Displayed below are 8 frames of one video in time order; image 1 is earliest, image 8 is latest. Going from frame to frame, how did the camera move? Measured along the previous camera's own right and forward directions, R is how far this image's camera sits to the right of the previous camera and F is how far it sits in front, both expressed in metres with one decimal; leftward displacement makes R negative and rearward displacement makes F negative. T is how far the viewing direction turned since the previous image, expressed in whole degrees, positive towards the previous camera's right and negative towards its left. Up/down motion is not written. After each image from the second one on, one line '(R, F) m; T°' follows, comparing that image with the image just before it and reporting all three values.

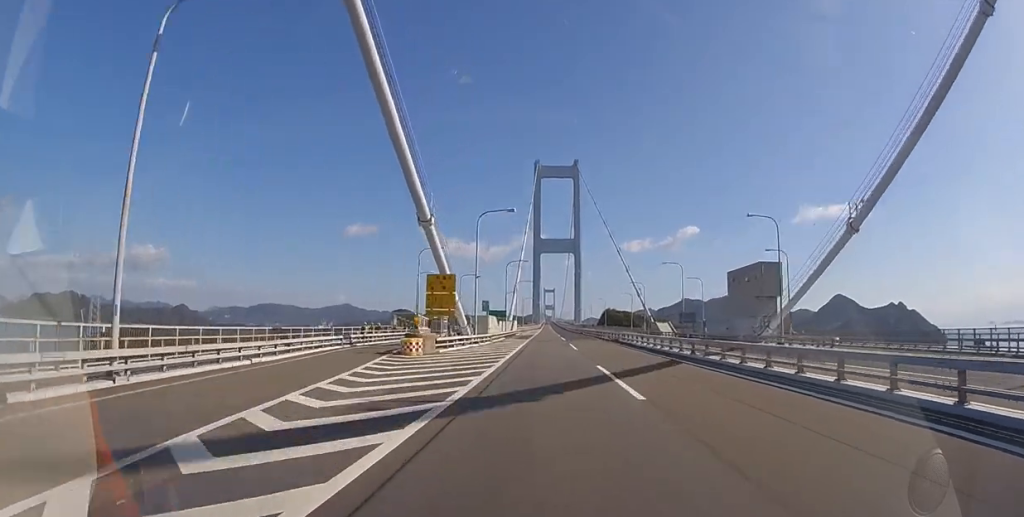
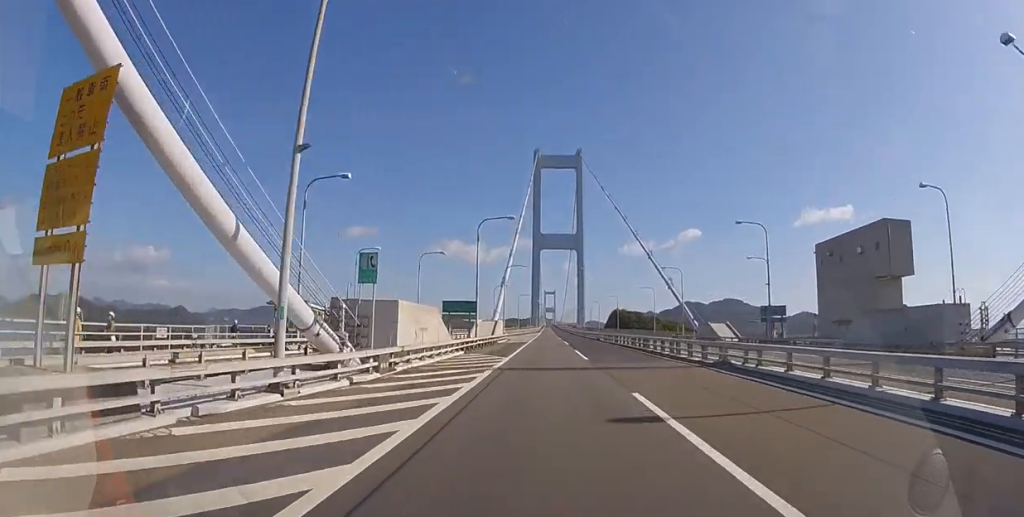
(-0.1, +27.4) m; 0°
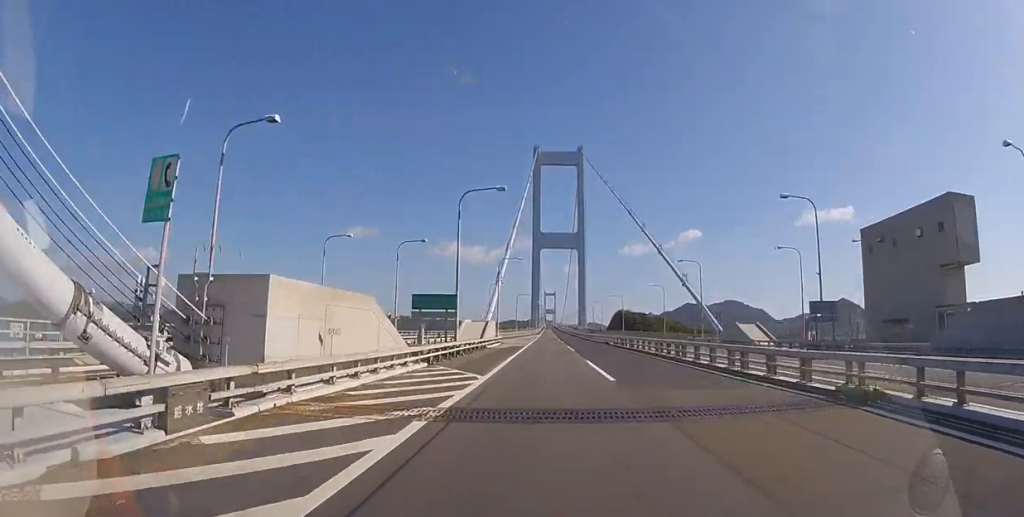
(0.0, +8.5) m; 0°
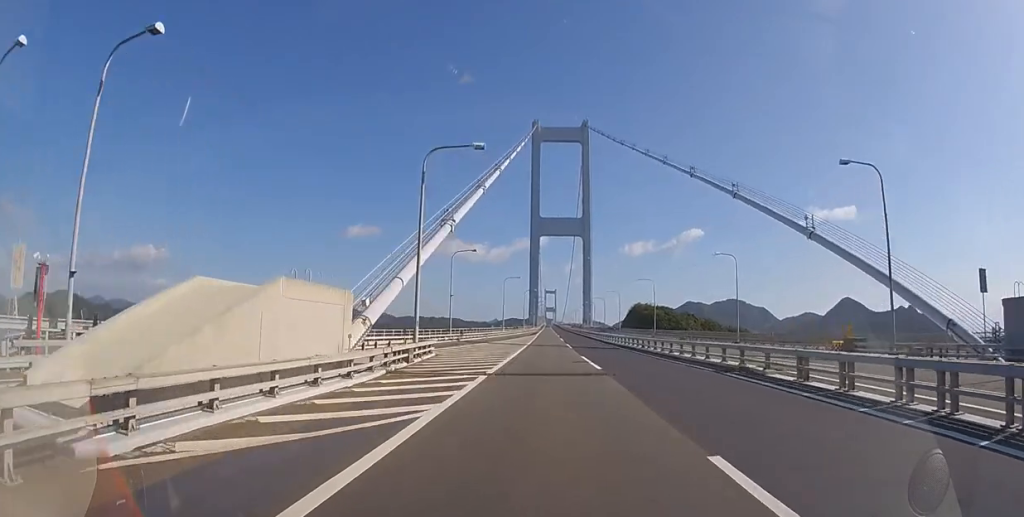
(+0.1, +37.3) m; 0°
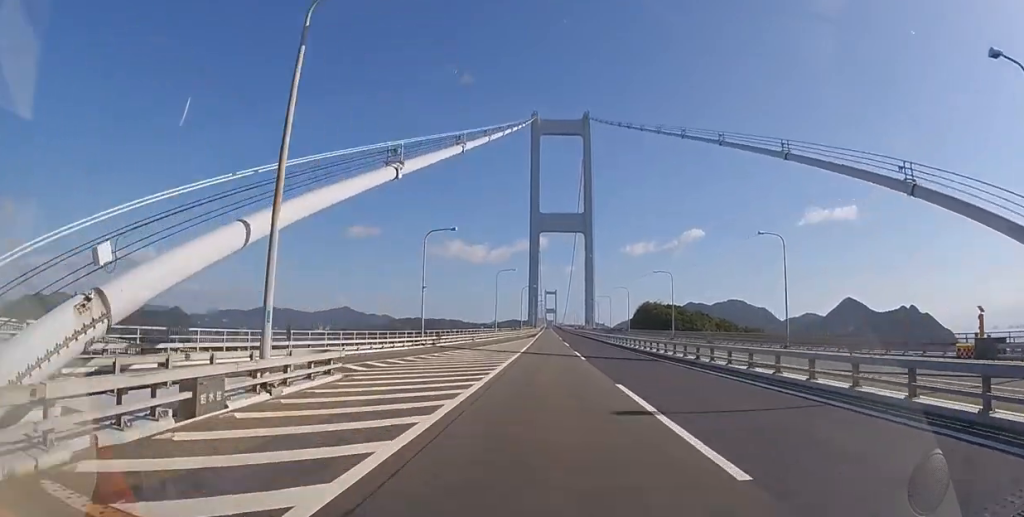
(0.0, +12.0) m; 0°
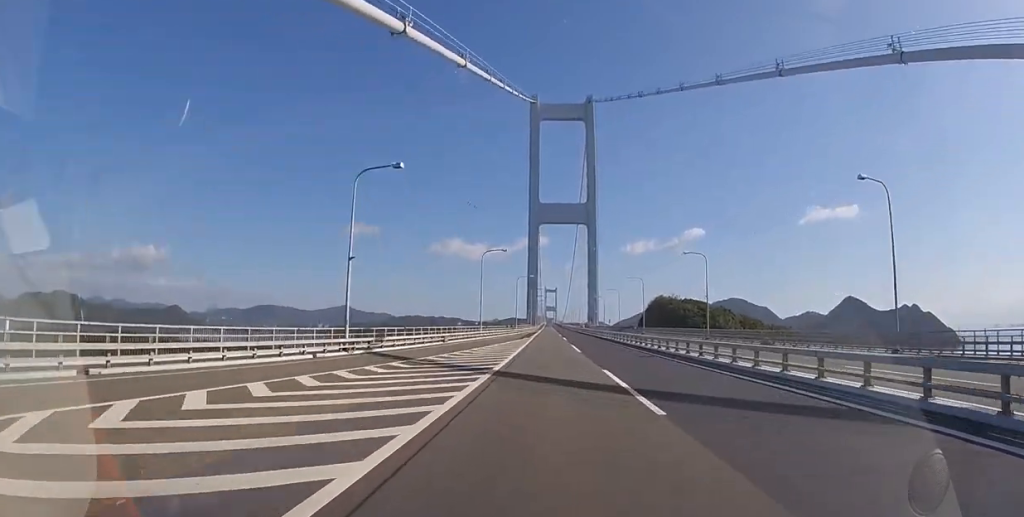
(0.0, +16.9) m; 0°
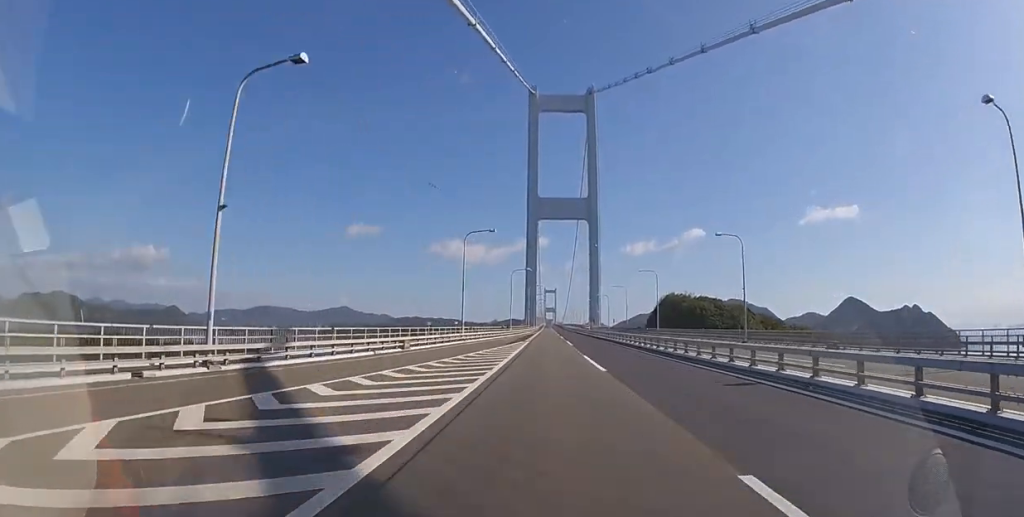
(0.0, +11.3) m; 0°
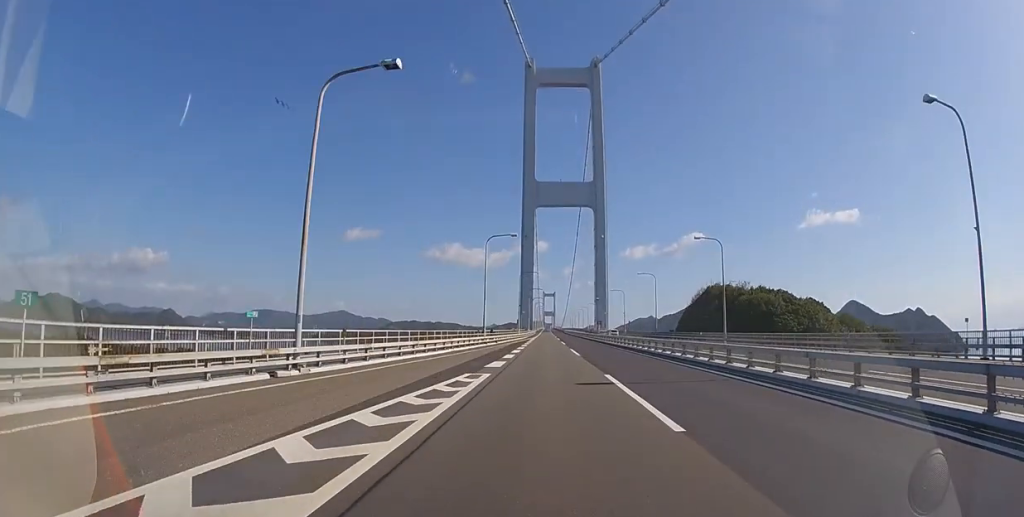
(0.0, +30.5) m; 0°
